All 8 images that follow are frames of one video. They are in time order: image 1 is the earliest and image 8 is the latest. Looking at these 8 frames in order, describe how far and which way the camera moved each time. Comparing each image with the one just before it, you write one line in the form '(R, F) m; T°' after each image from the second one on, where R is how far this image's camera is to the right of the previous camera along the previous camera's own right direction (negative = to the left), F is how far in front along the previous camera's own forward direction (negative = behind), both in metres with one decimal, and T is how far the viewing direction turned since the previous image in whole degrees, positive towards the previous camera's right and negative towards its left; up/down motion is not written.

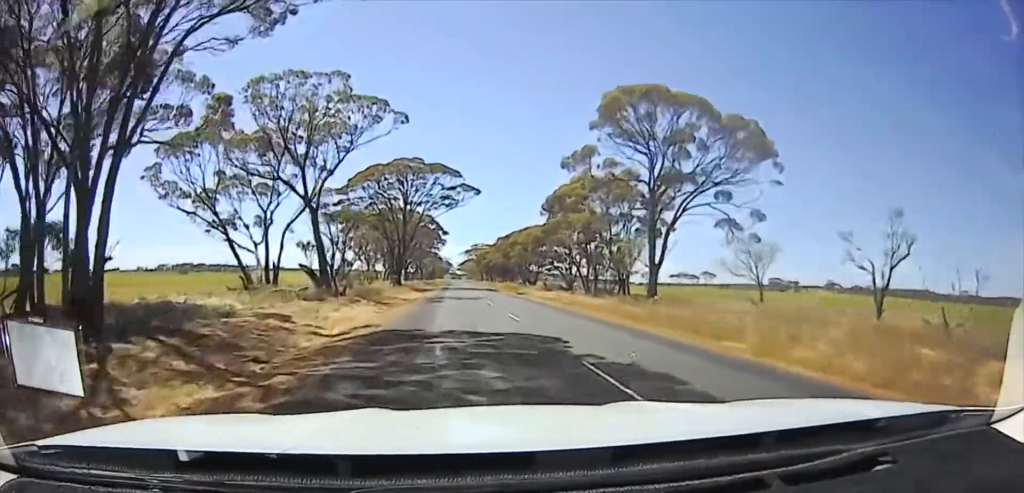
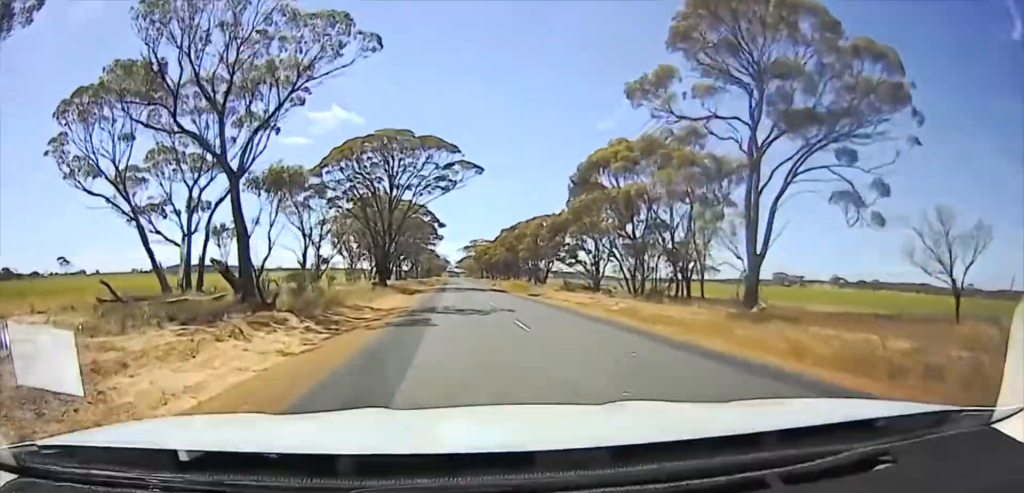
(0.0, +12.4) m; 0°
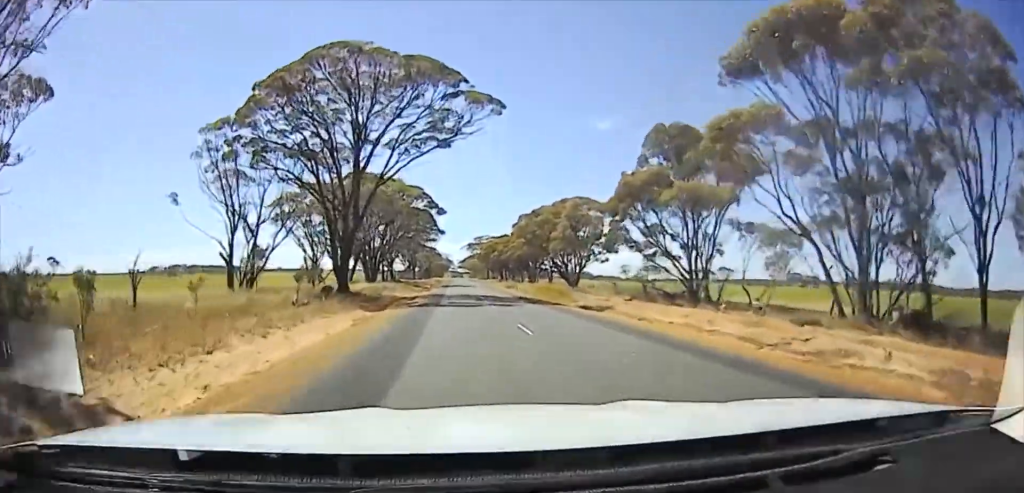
(0.0, +18.4) m; 0°
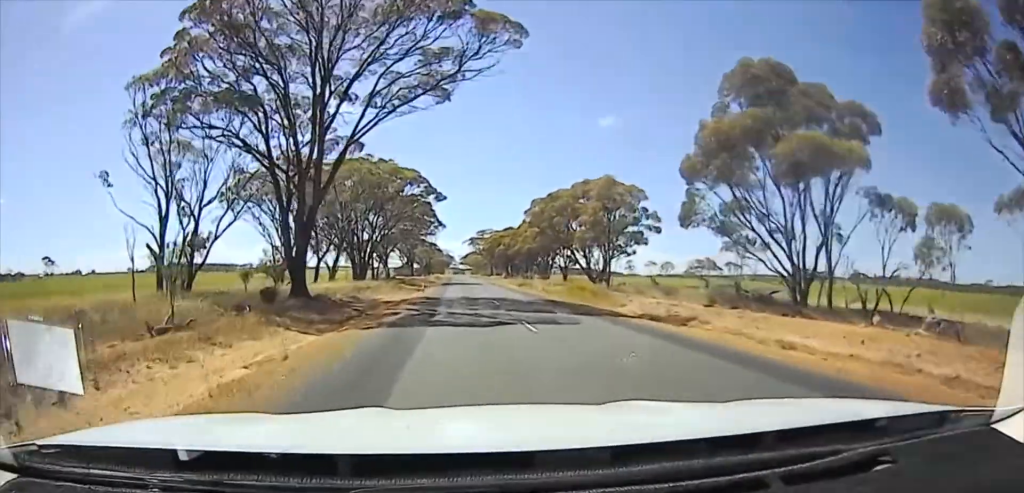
(0.0, +8.7) m; 0°
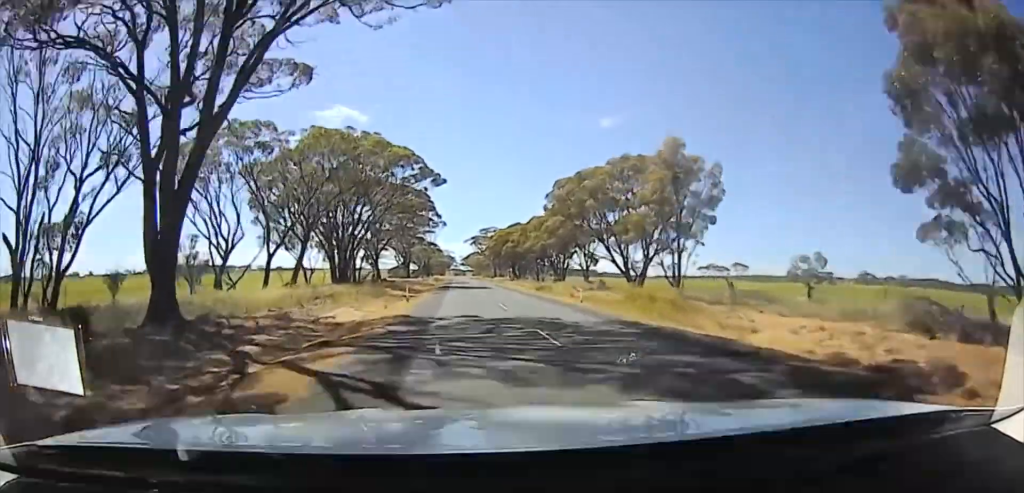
(0.0, +11.2) m; 0°
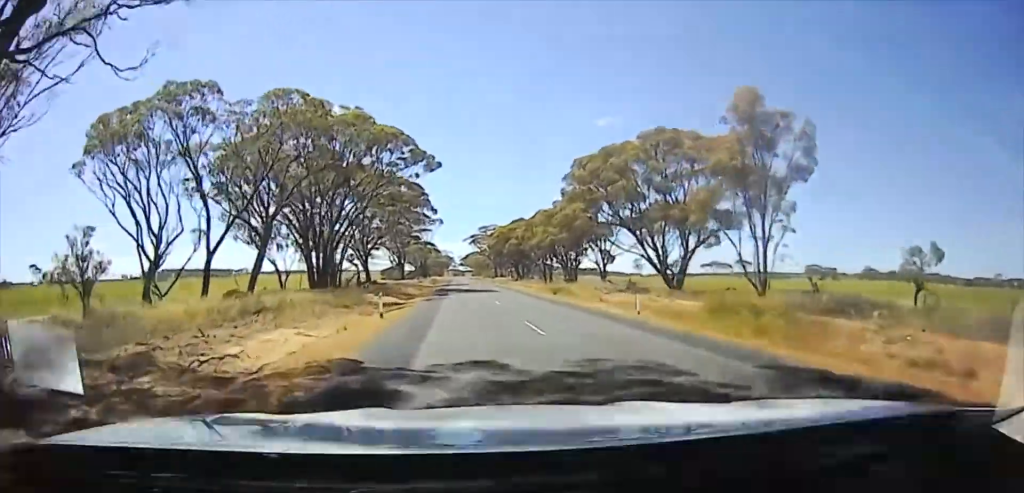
(0.0, +8.1) m; 0°
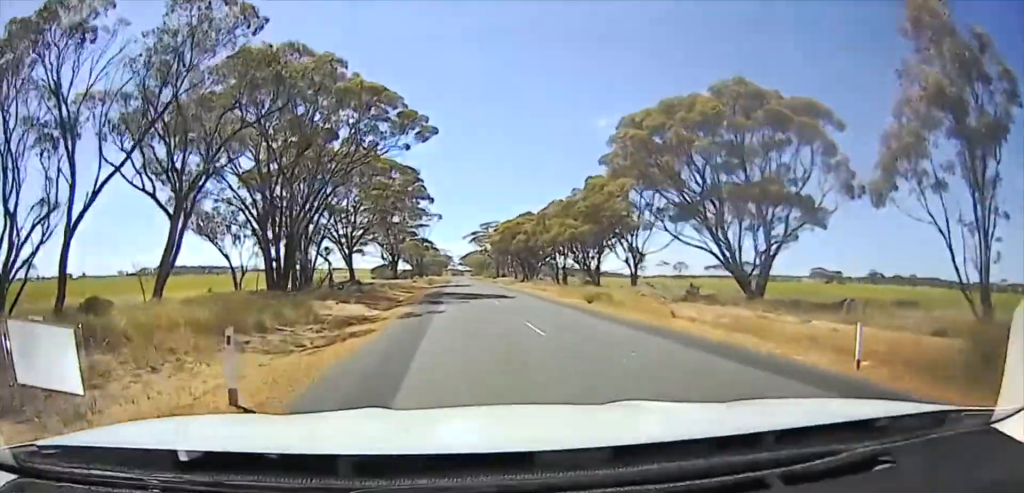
(0.0, +13.0) m; -2°
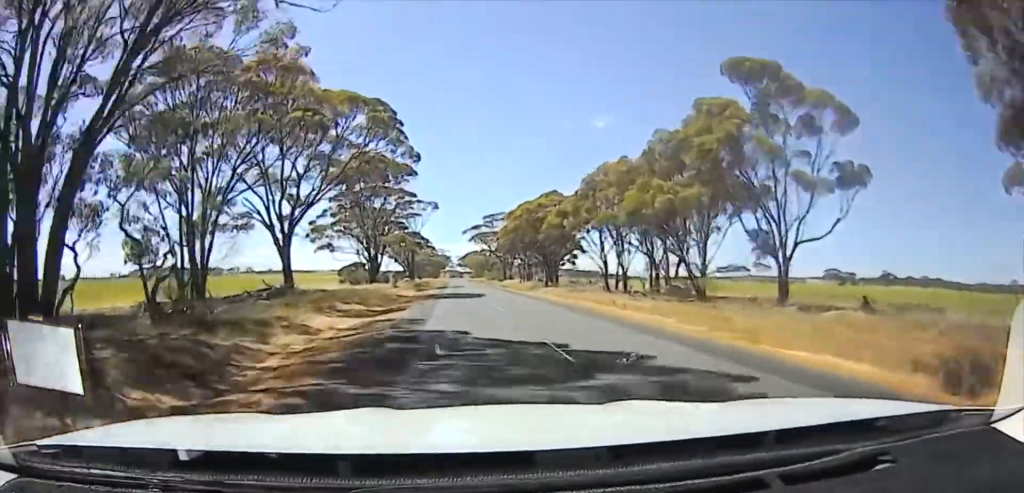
(-1.3, +29.8) m; 0°
